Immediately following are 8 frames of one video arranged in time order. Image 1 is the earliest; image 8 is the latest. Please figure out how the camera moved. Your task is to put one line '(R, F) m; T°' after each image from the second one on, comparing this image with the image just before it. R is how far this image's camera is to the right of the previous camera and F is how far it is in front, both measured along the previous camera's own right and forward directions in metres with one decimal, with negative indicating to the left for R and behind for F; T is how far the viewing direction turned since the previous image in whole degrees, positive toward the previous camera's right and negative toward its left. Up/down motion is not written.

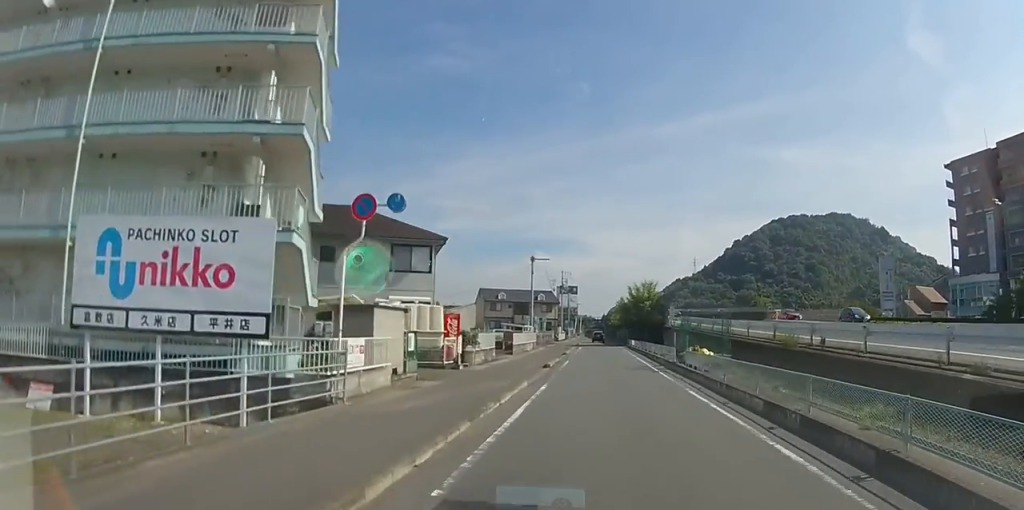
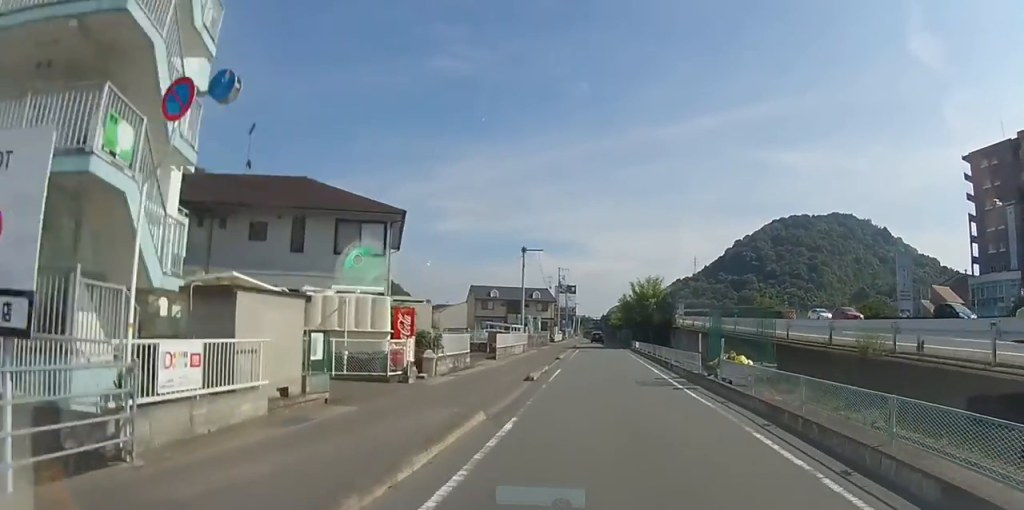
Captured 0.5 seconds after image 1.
(0.0, +5.3) m; 0°
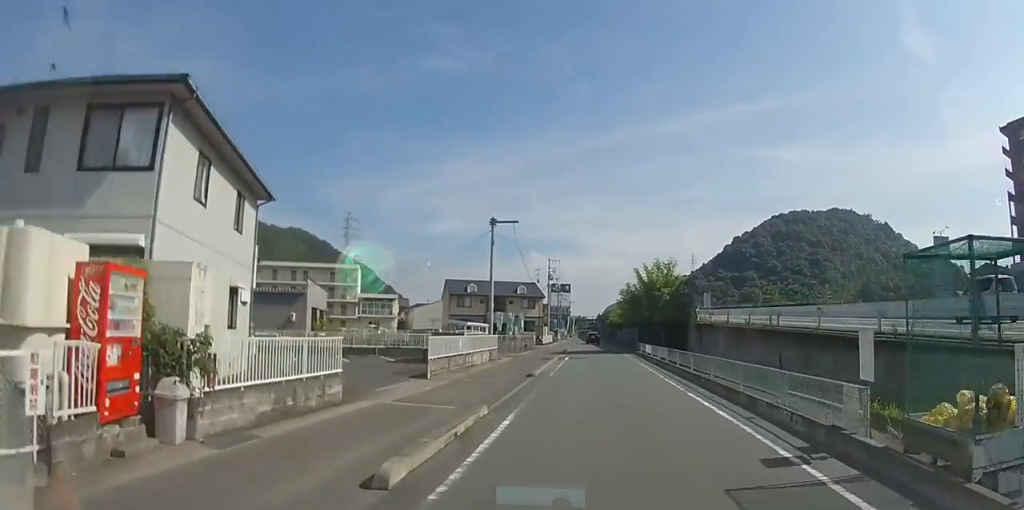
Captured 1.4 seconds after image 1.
(+0.1, +11.3) m; 0°
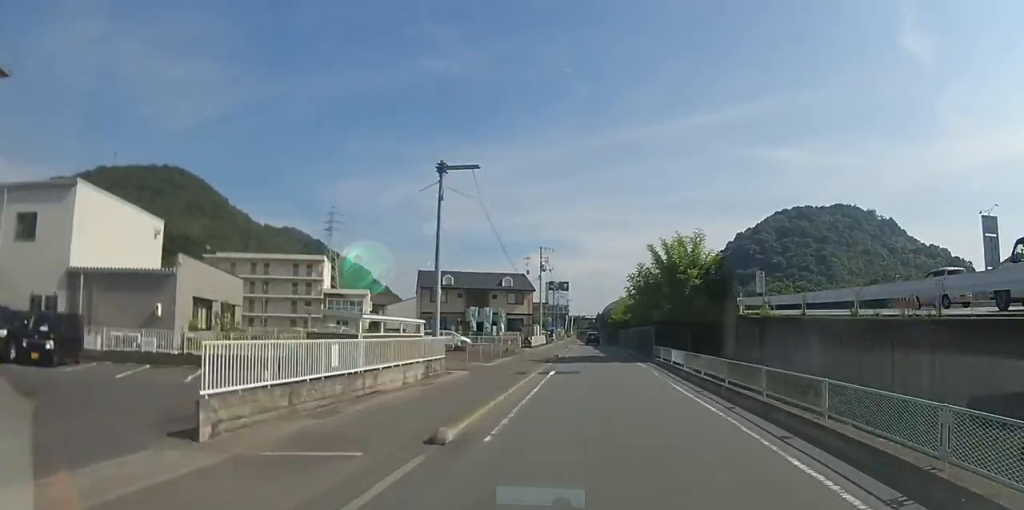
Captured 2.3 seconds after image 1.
(0.0, +10.3) m; 0°
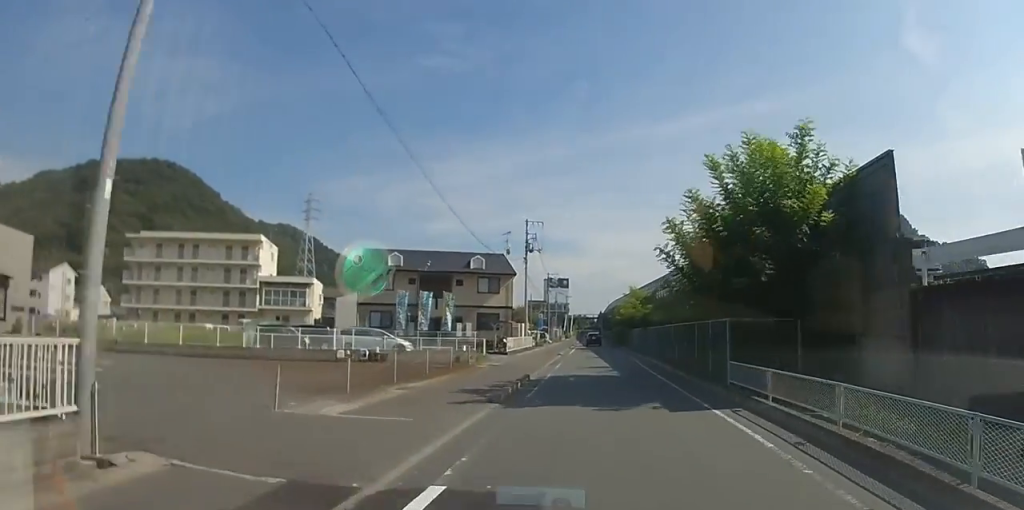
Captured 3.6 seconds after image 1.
(0.0, +15.4) m; 0°
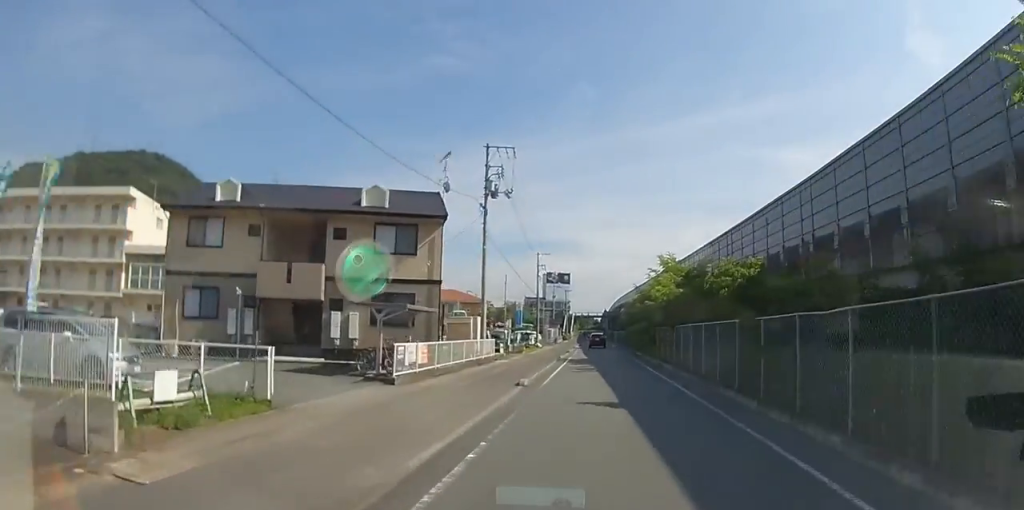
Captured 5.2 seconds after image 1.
(0.0, +20.5) m; 0°
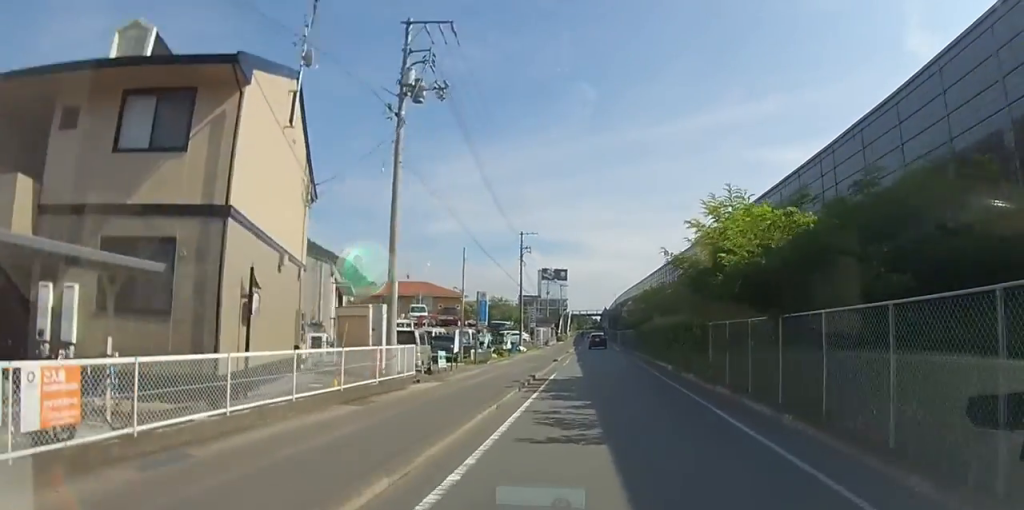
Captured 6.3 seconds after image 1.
(0.0, +13.1) m; 0°
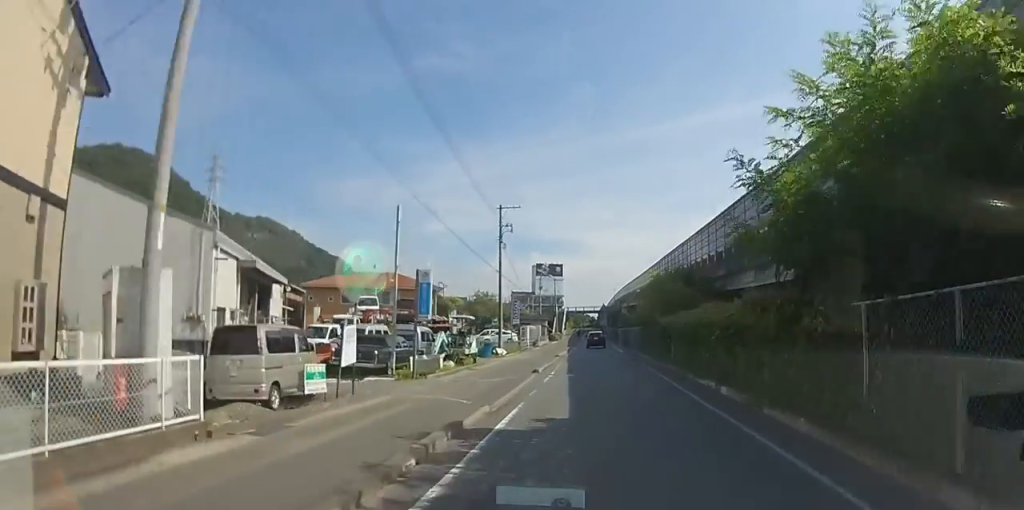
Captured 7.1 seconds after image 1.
(0.0, +9.8) m; 0°
